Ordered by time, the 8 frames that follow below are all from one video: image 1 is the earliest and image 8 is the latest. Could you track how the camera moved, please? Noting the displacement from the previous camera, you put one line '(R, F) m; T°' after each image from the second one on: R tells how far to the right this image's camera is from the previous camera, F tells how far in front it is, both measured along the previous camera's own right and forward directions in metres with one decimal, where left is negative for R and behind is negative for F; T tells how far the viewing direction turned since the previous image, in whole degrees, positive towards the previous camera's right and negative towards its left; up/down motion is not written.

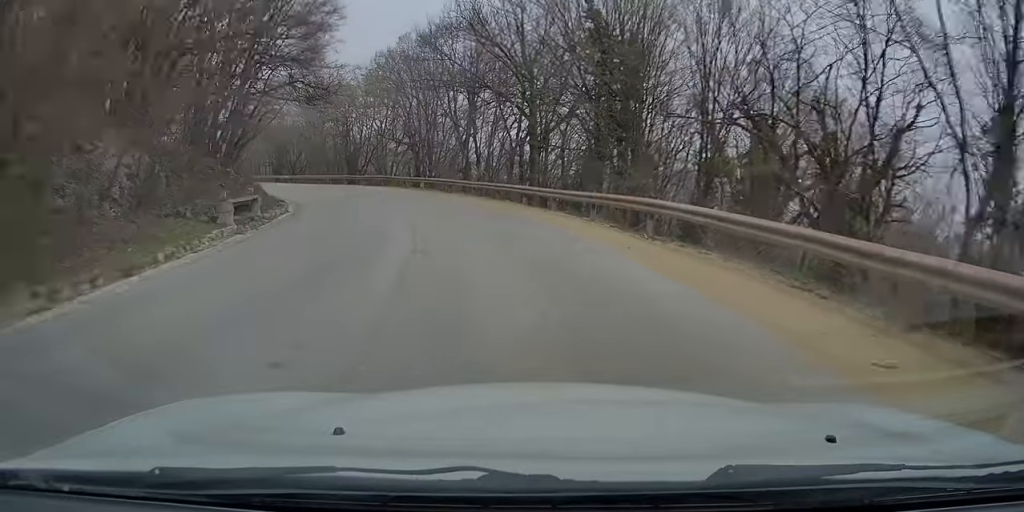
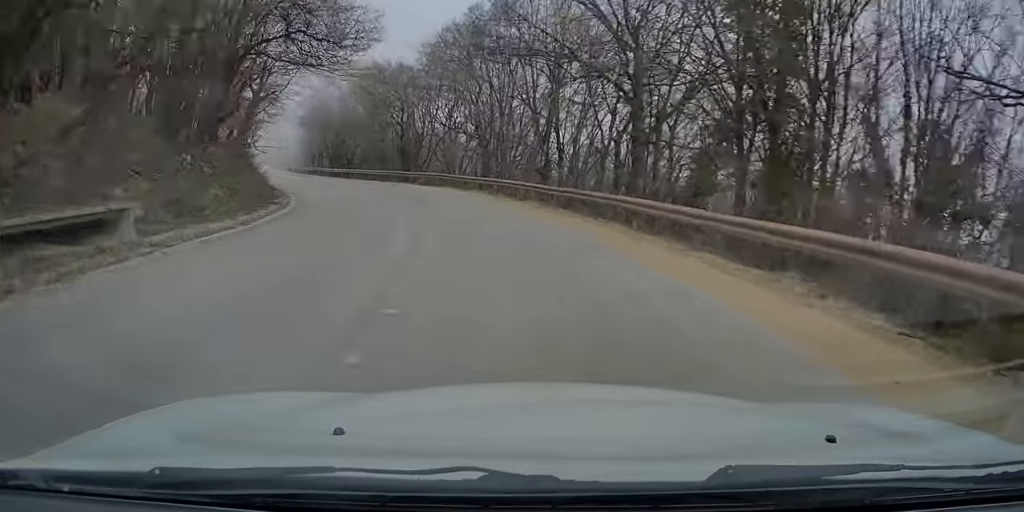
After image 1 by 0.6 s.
(-0.4, +9.9) m; -7°
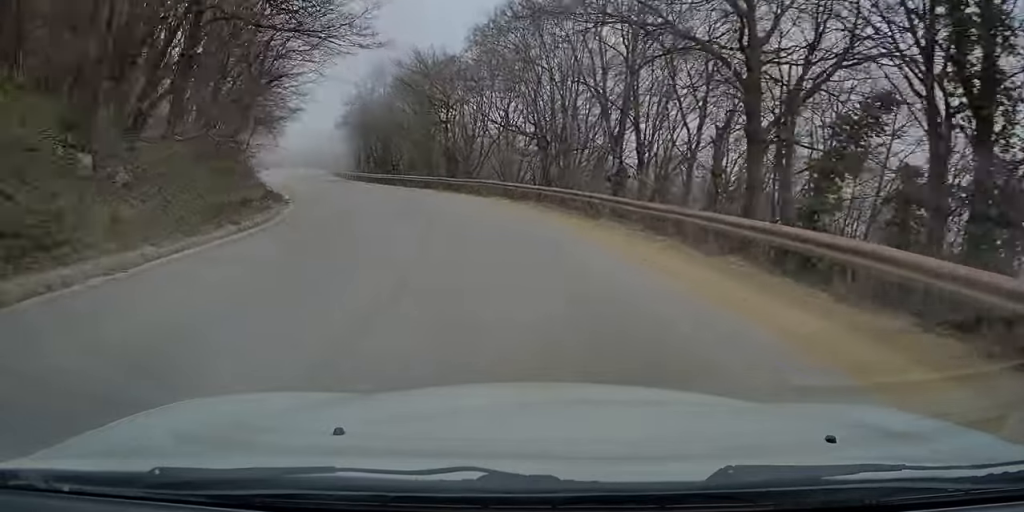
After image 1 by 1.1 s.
(-0.5, +7.4) m; -5°
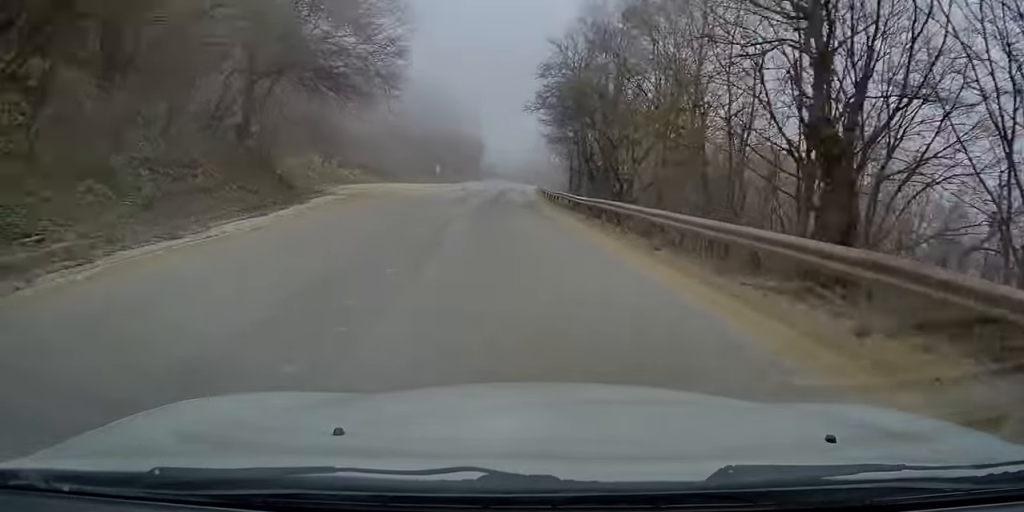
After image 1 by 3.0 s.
(-4.2, +29.8) m; -13°
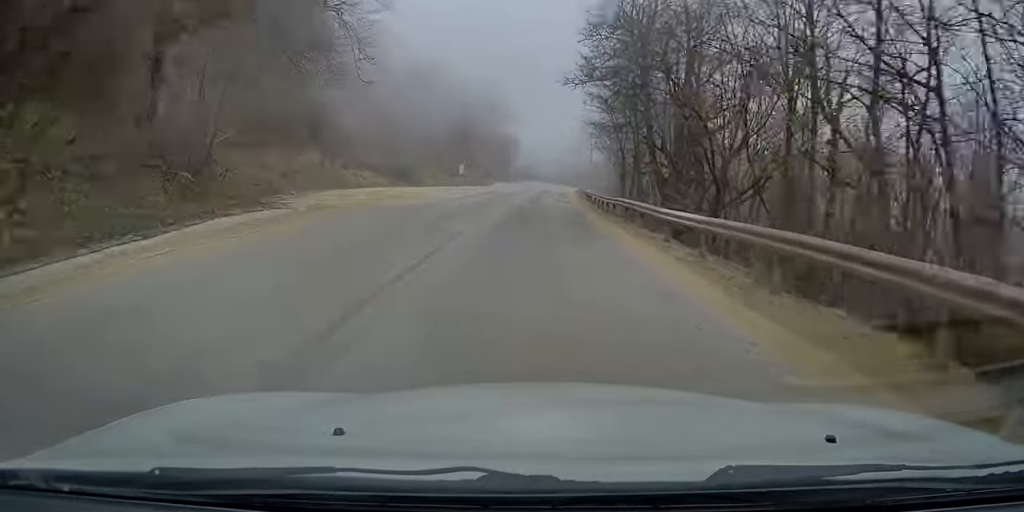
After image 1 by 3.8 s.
(-0.4, +11.9) m; -2°
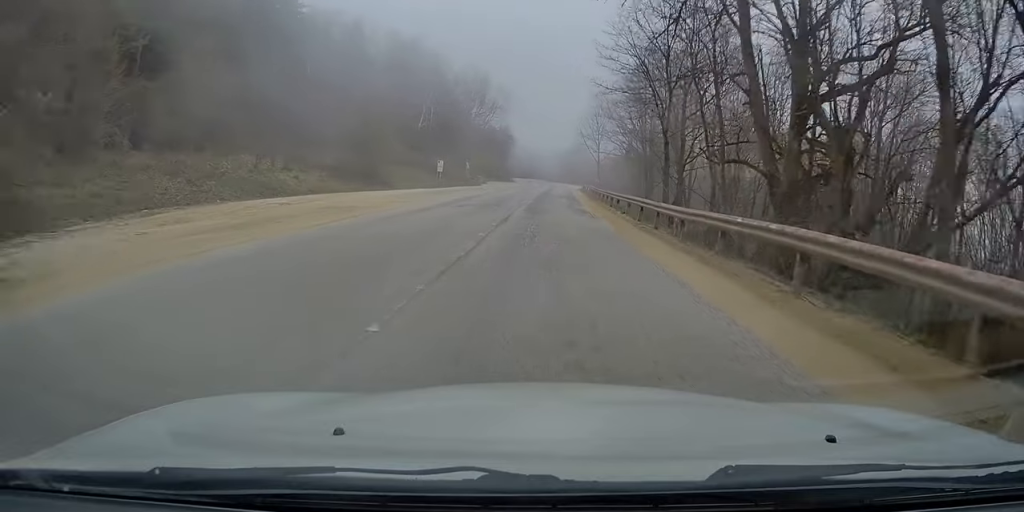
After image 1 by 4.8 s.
(-0.2, +15.2) m; 0°
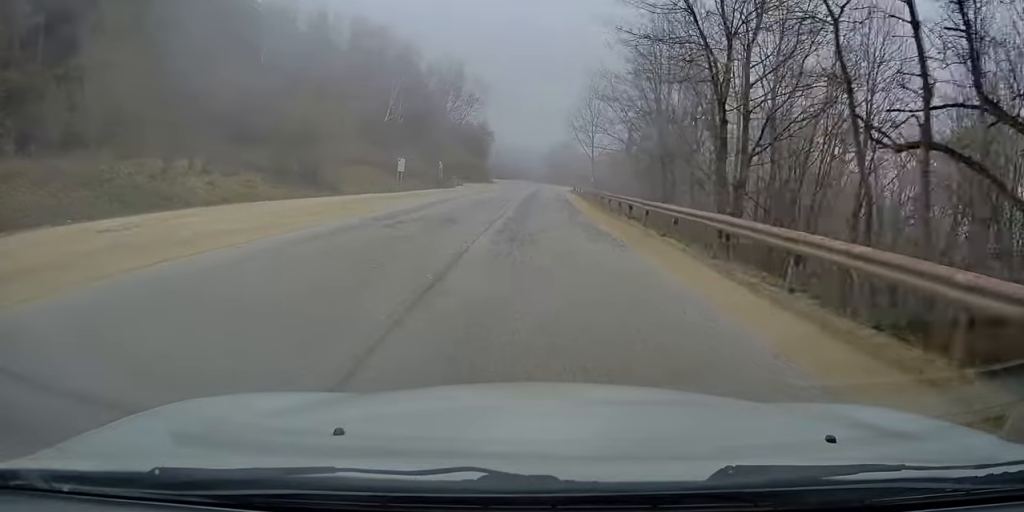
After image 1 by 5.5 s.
(0.0, +11.1) m; +1°
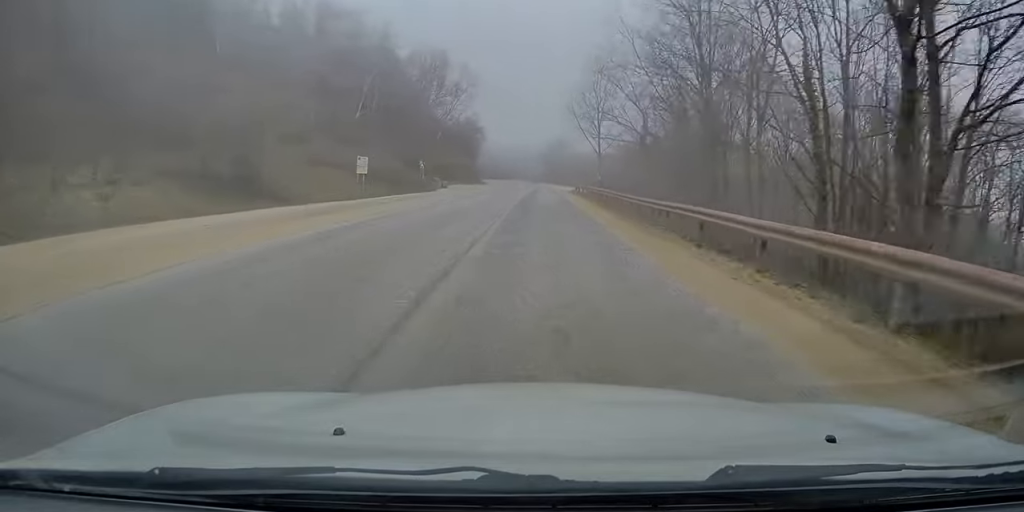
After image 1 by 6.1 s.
(+0.1, +10.2) m; +1°
